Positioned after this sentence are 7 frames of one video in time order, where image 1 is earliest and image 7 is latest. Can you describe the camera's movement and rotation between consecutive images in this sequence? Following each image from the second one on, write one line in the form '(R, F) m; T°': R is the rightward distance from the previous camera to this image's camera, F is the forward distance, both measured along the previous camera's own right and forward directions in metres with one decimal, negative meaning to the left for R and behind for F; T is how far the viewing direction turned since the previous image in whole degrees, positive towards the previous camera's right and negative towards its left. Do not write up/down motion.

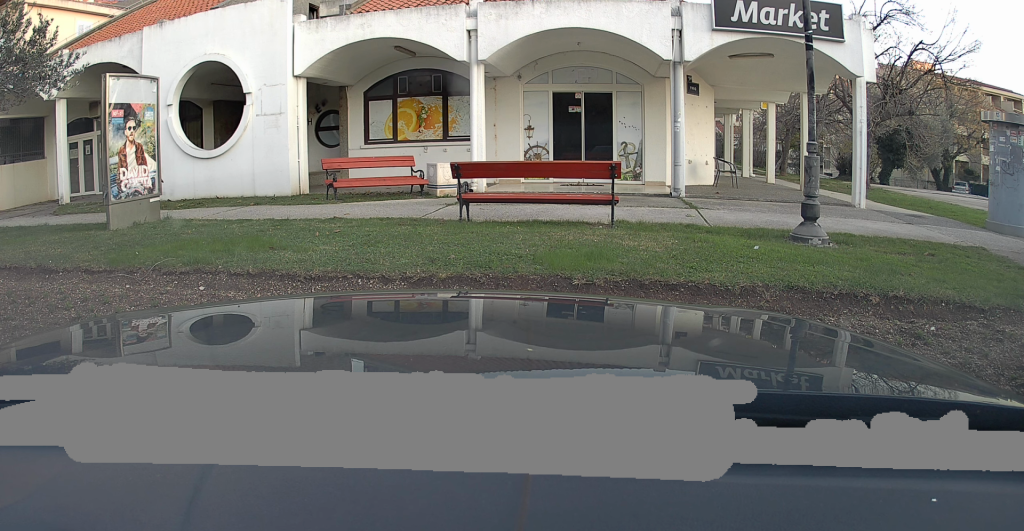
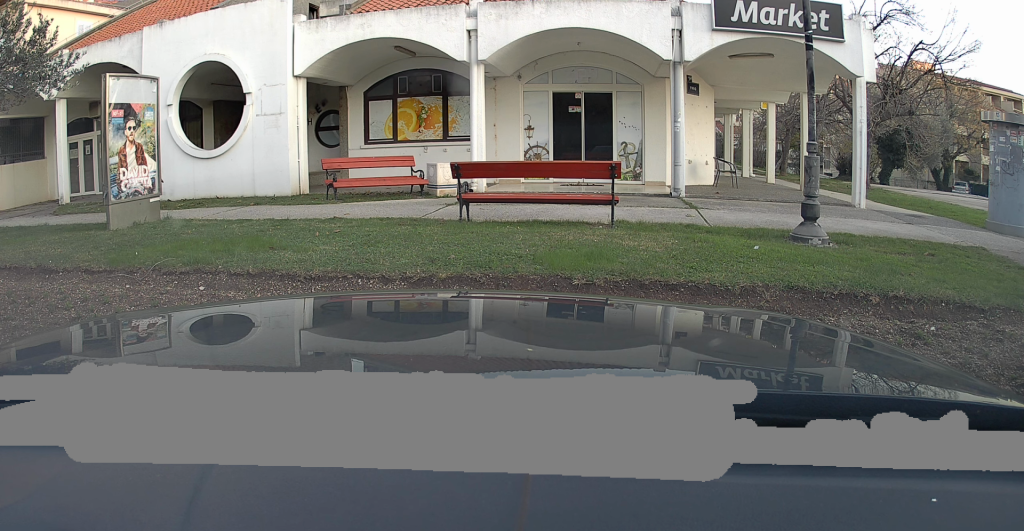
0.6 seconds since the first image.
(0.0, 0.0) m; 0°
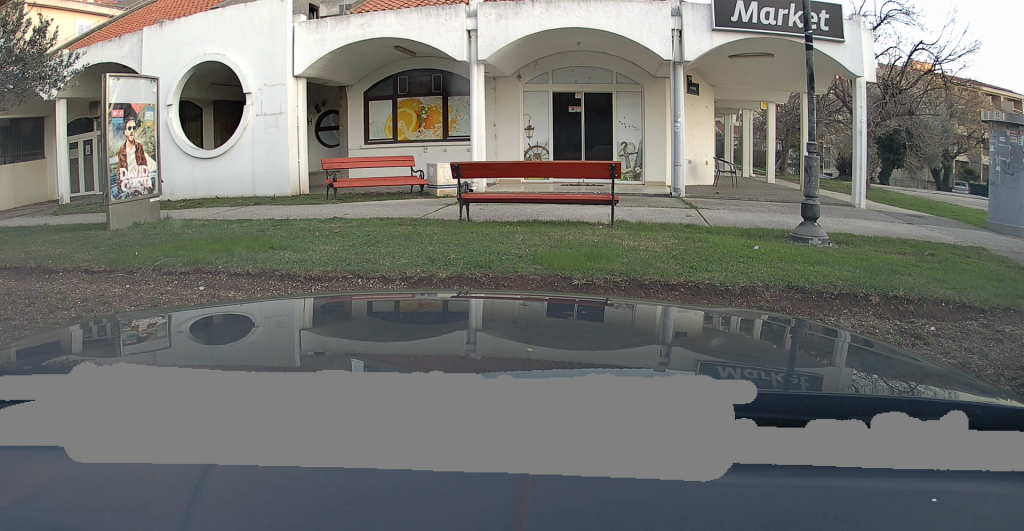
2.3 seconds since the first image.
(0.0, 0.0) m; 0°
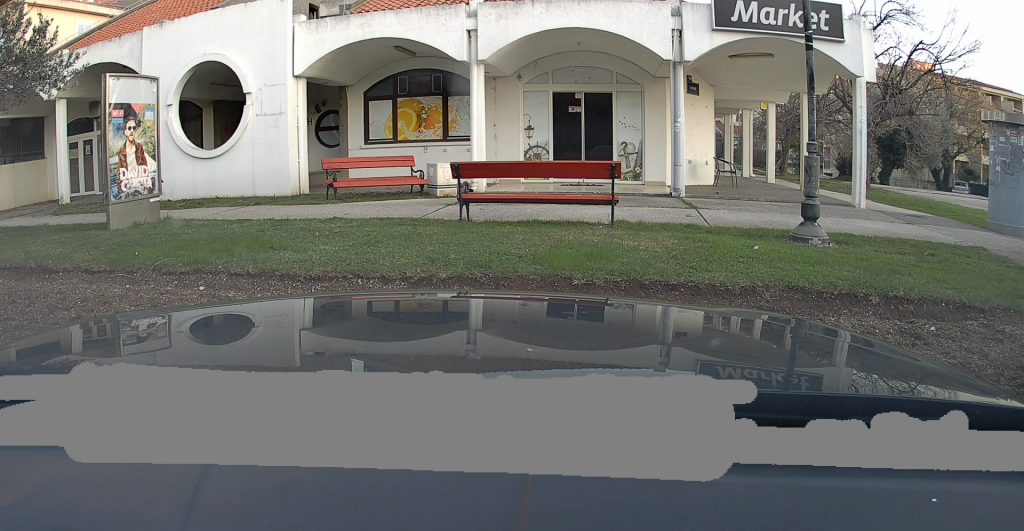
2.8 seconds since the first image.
(0.0, 0.0) m; 0°
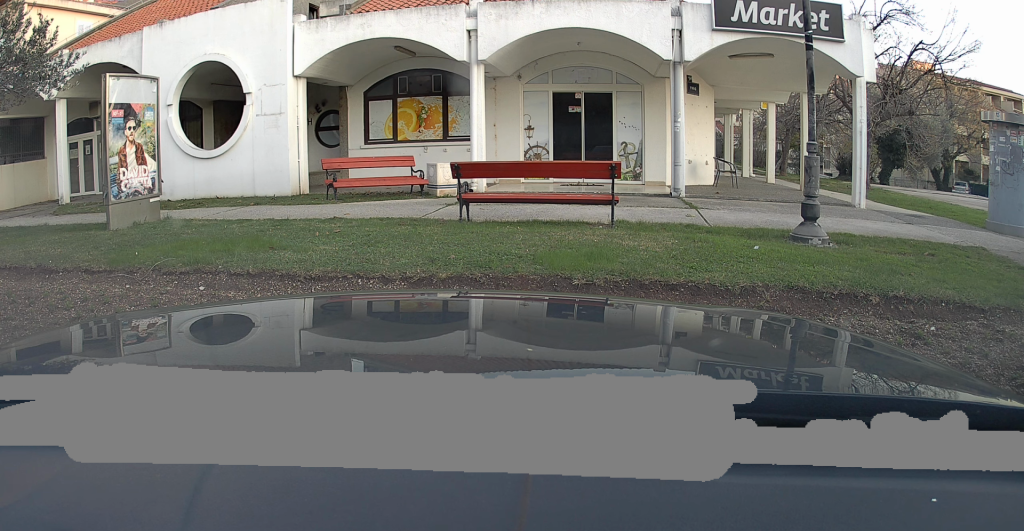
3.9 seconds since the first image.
(0.0, 0.0) m; 0°
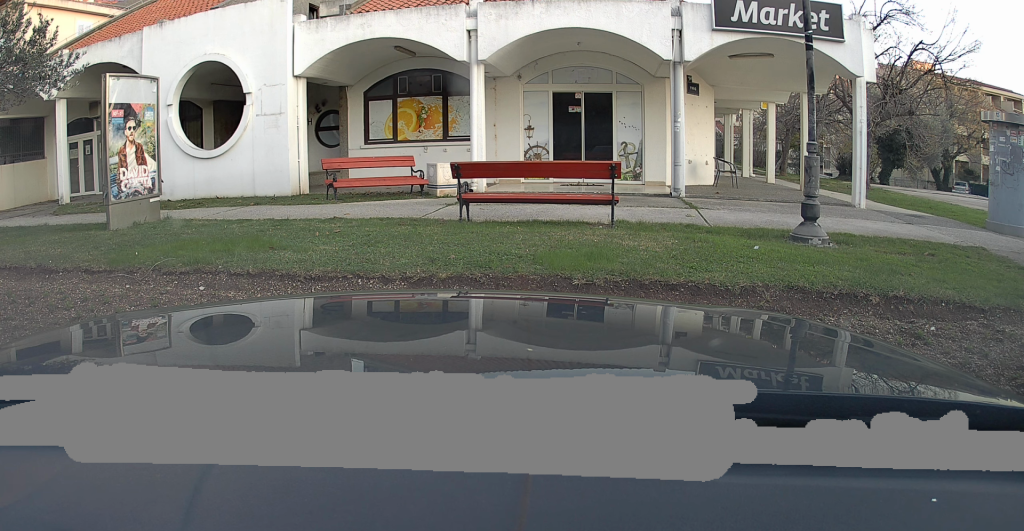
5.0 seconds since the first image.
(0.0, 0.0) m; 0°
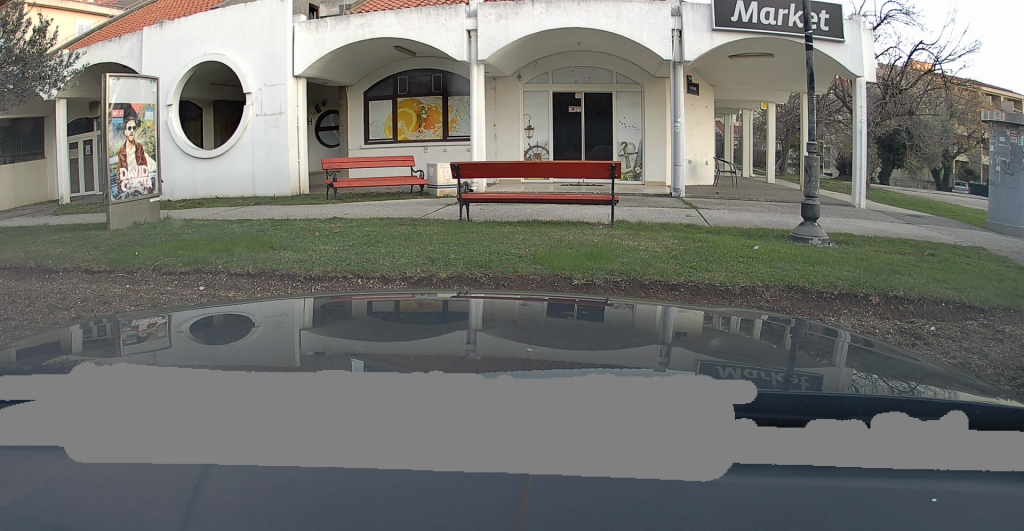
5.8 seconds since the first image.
(0.0, 0.0) m; 0°
